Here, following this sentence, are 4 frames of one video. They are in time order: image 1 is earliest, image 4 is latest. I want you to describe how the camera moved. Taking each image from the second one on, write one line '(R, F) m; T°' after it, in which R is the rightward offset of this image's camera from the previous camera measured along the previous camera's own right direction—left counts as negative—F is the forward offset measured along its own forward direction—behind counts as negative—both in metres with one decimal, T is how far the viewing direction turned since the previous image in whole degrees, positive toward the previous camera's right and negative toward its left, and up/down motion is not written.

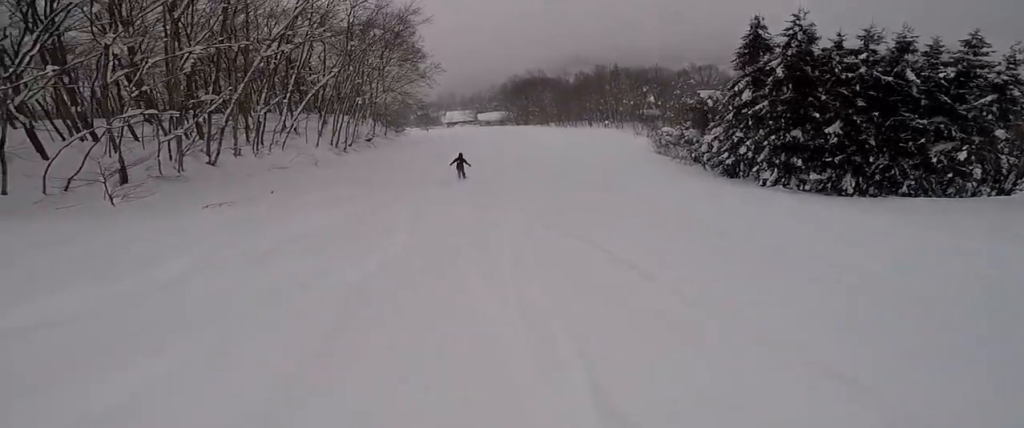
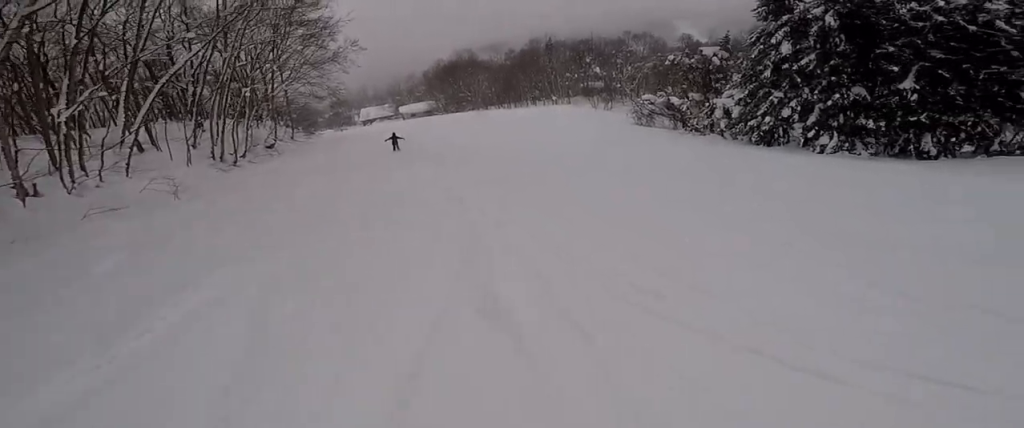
(+2.1, +11.4) m; +22°
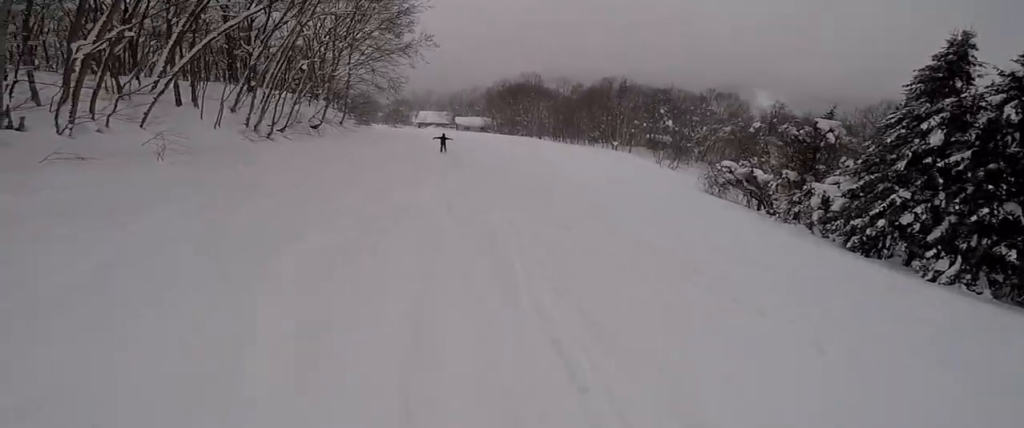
(+0.3, +4.1) m; 0°
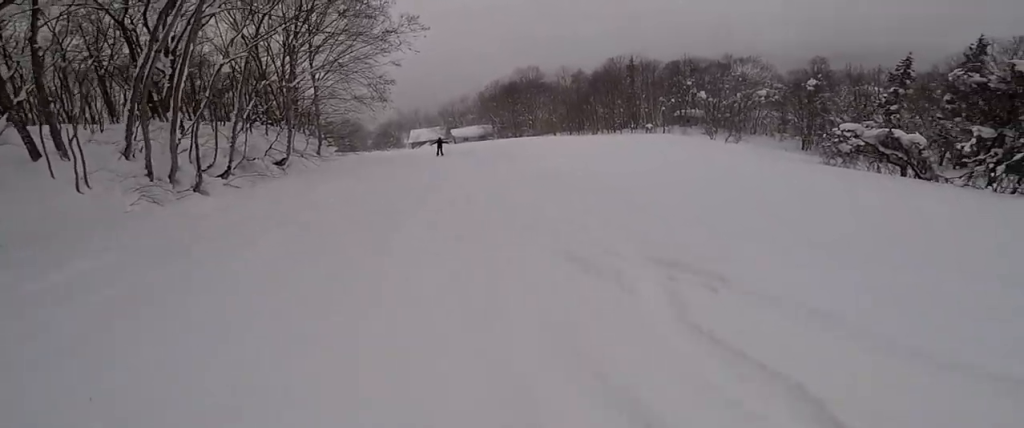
(-1.9, +11.6) m; -7°
